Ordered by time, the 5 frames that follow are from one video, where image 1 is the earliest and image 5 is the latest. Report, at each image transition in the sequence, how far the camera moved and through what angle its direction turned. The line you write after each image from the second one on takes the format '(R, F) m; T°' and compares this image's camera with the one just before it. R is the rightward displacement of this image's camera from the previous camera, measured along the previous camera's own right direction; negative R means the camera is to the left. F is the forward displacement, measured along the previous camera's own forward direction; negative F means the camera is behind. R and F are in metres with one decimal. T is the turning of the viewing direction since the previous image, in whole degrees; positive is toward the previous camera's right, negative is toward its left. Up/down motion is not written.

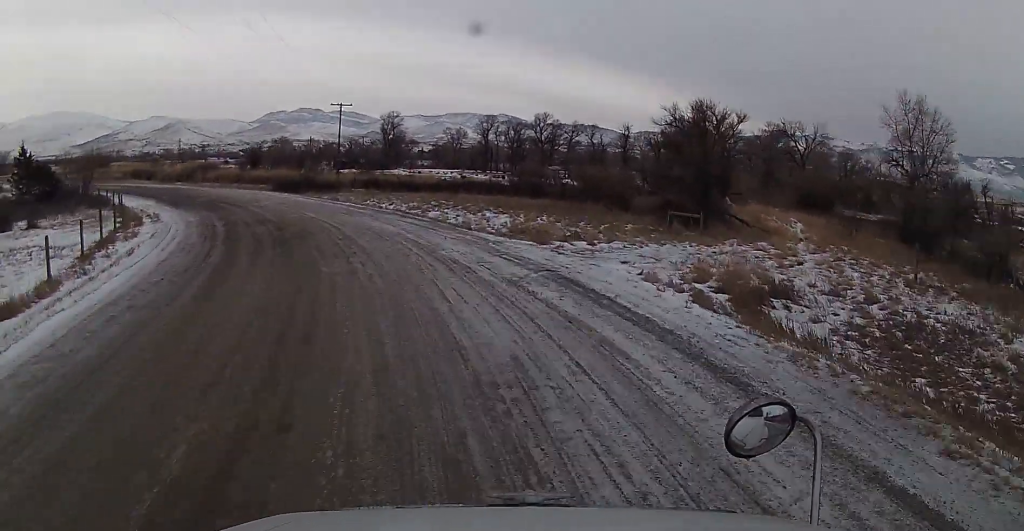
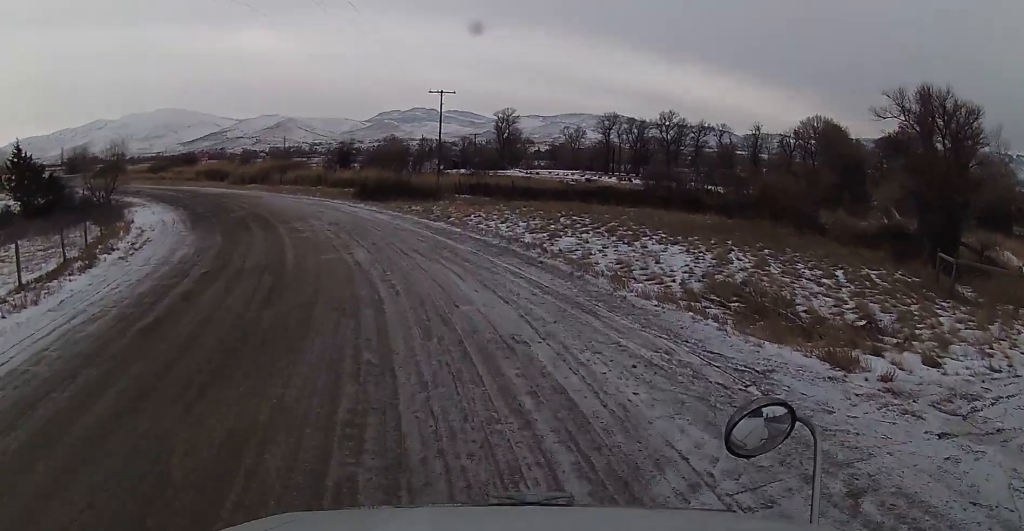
(-1.4, +13.9) m; -8°
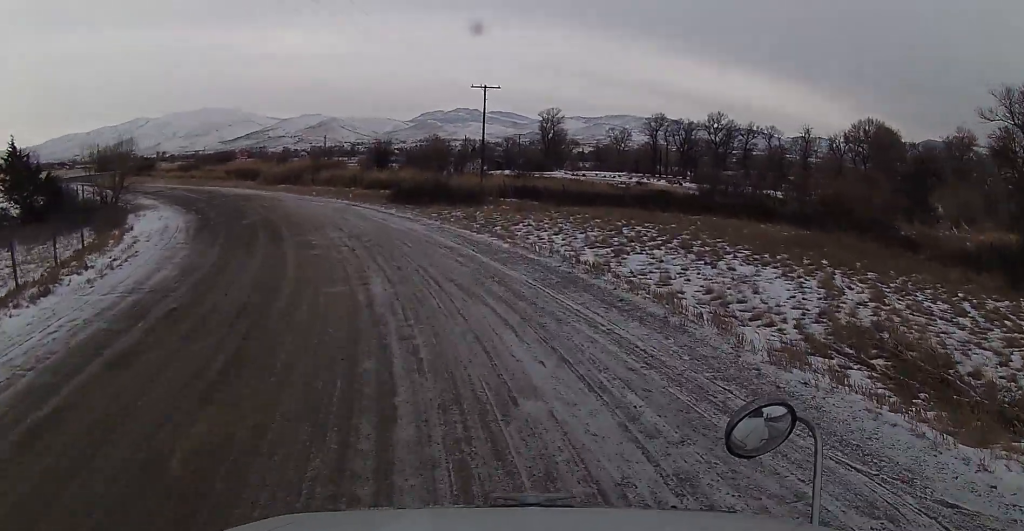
(-0.1, +4.7) m; -4°
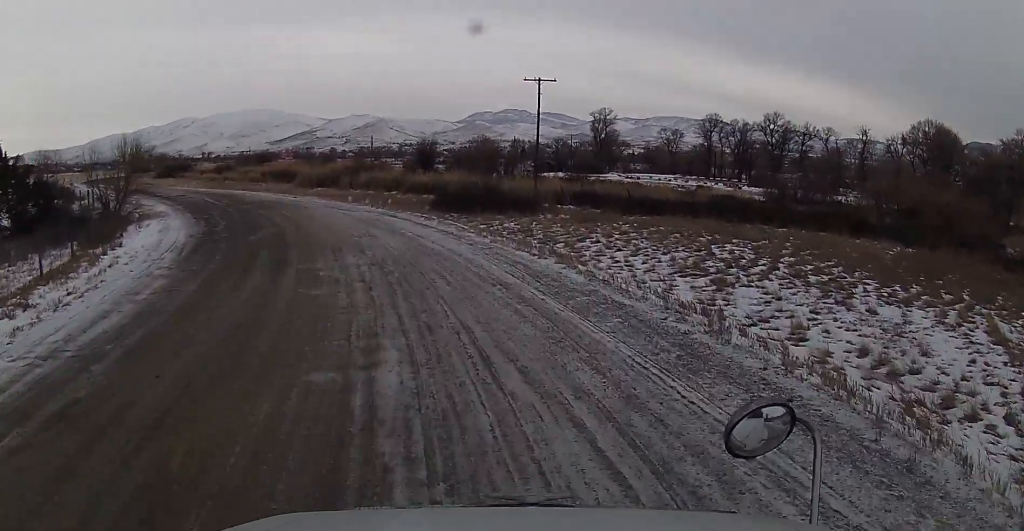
(+0.1, +5.5) m; -6°
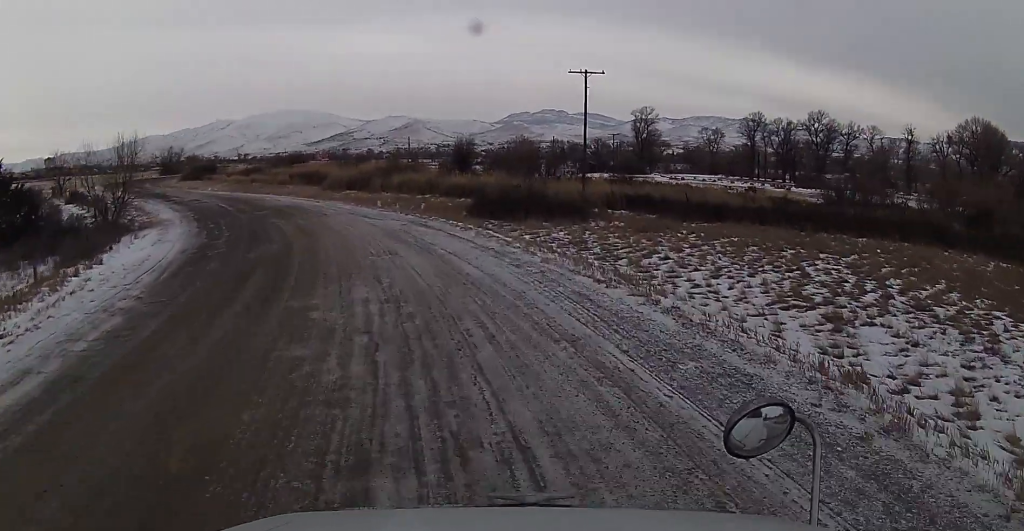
(-0.6, +4.3) m; -4°
